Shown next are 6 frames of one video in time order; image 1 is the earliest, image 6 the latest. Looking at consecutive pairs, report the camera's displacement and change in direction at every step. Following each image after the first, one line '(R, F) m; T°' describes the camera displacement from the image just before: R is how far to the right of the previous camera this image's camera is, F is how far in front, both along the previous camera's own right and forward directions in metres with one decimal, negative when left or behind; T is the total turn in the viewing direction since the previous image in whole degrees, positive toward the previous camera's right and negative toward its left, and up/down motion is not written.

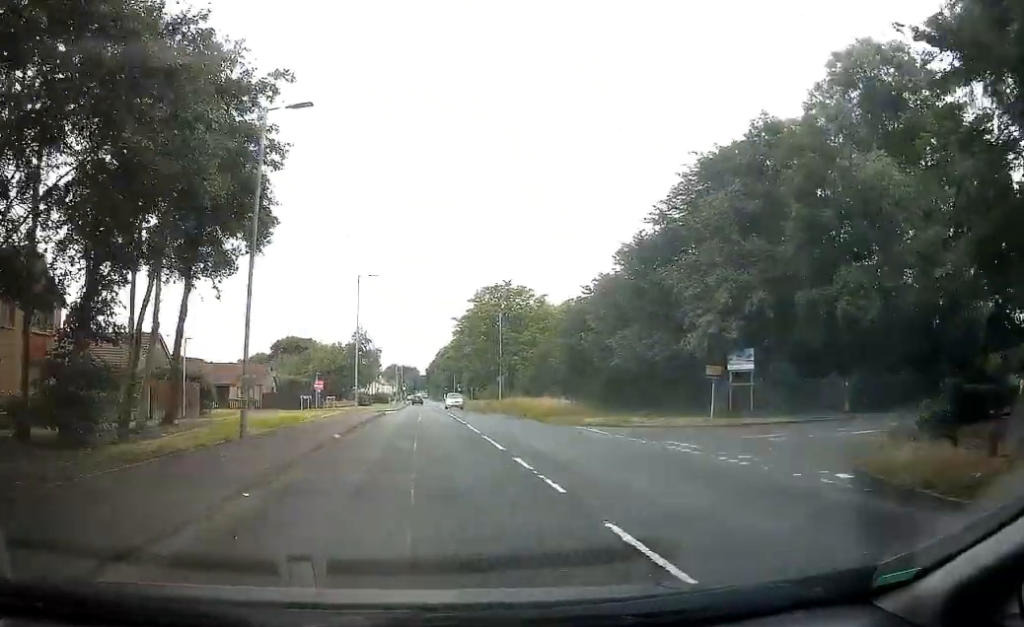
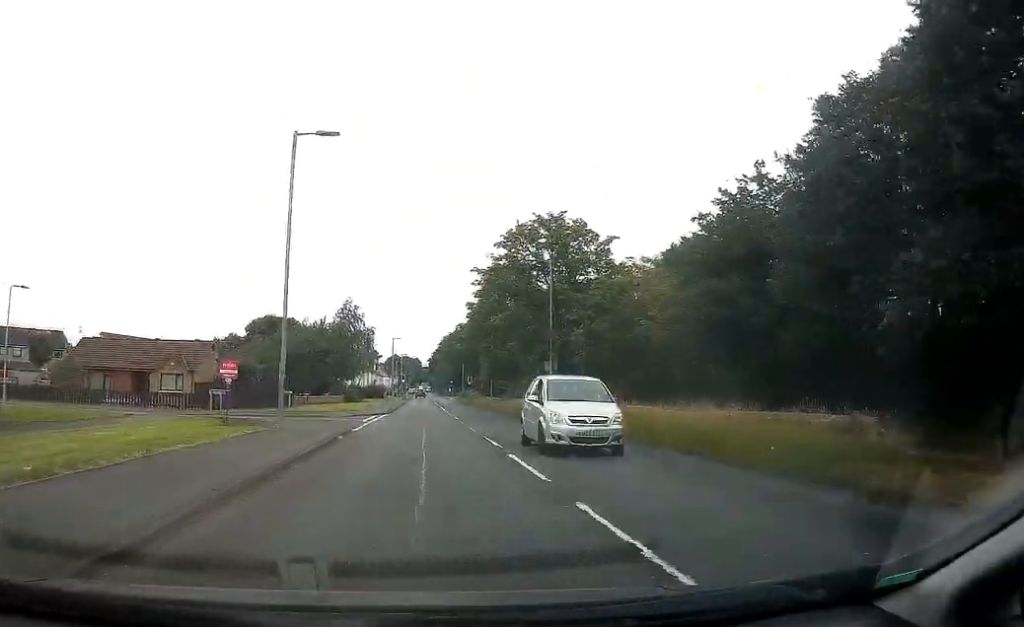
(+0.3, +22.8) m; +2°
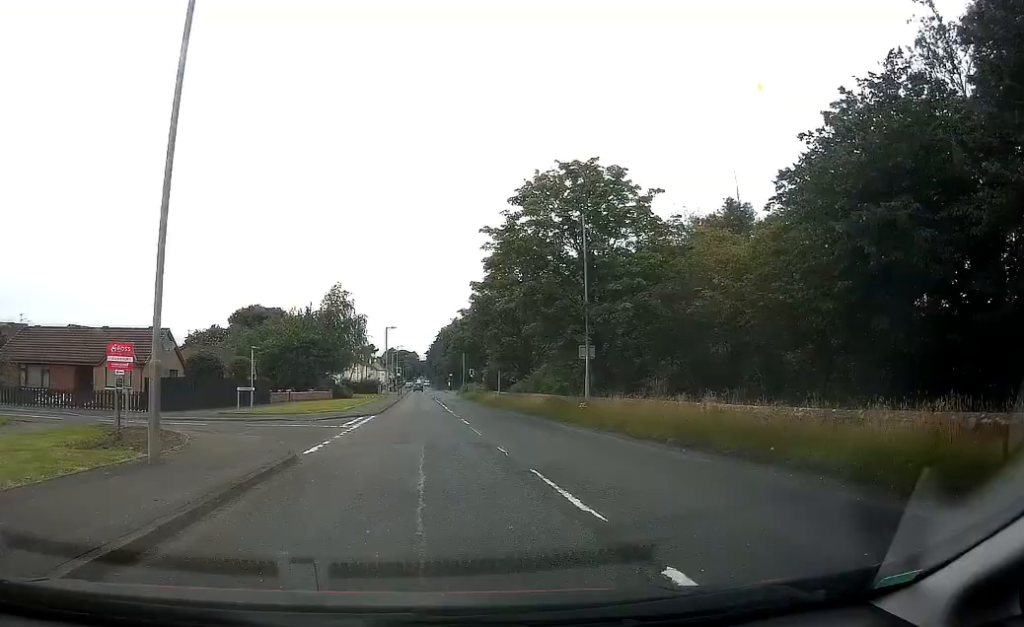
(-0.1, +9.3) m; -2°
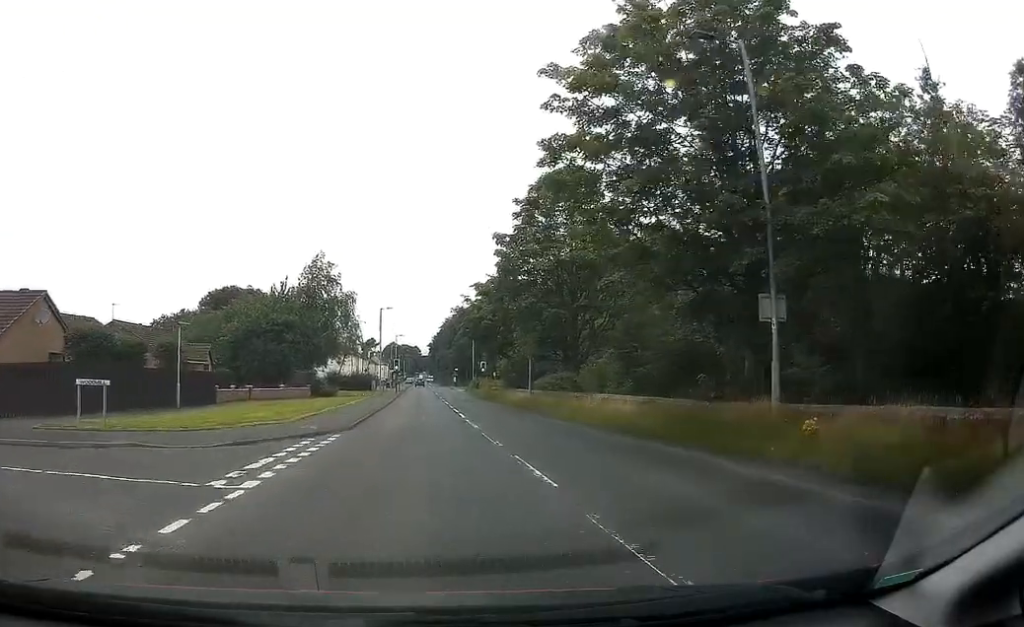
(-0.1, +16.1) m; 0°
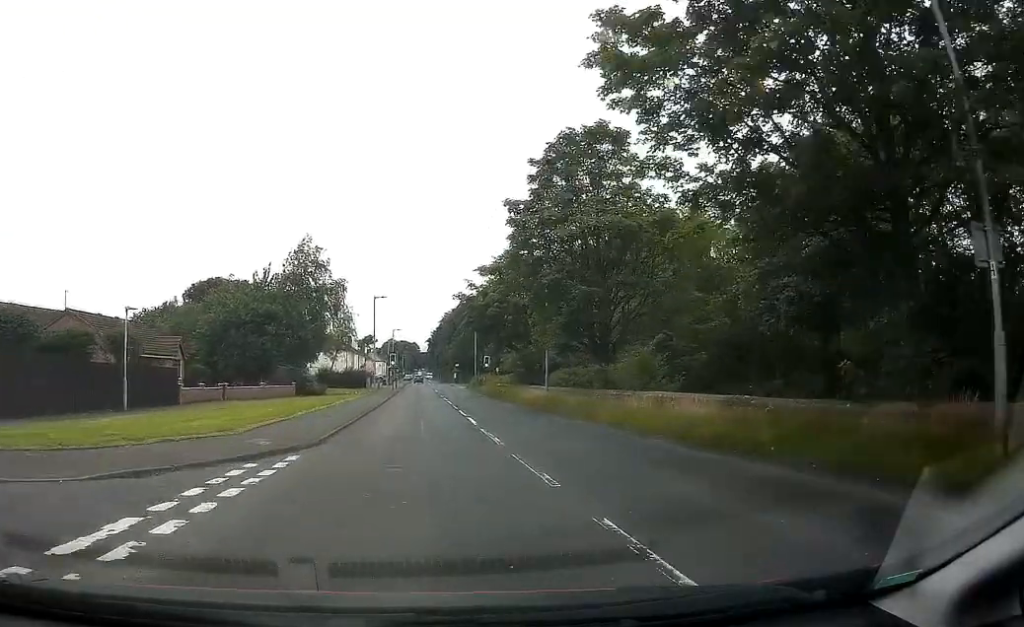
(+0.1, +6.6) m; 0°
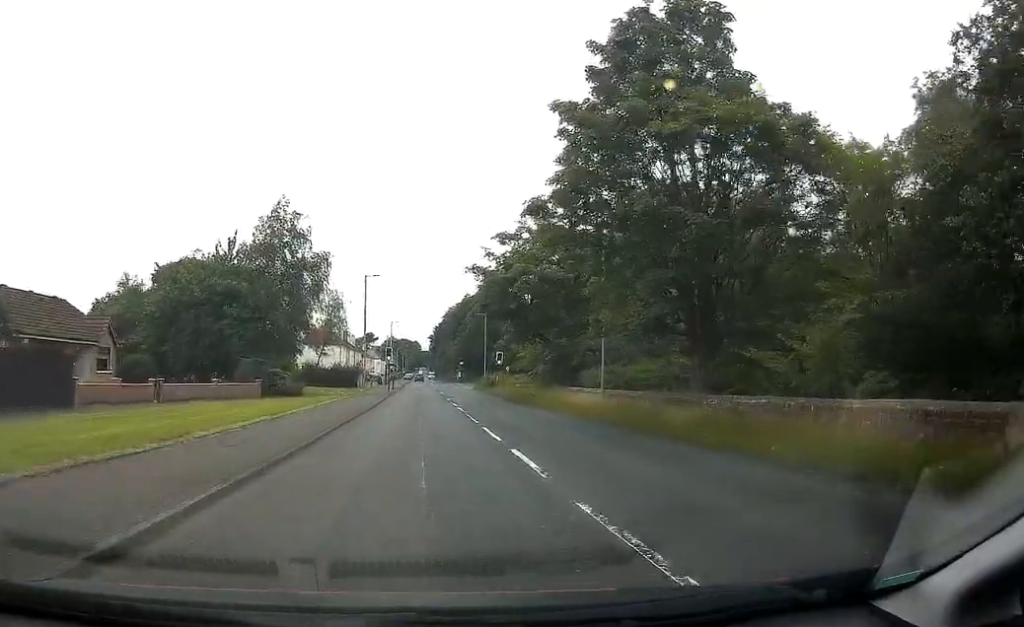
(-0.2, +12.0) m; -1°
